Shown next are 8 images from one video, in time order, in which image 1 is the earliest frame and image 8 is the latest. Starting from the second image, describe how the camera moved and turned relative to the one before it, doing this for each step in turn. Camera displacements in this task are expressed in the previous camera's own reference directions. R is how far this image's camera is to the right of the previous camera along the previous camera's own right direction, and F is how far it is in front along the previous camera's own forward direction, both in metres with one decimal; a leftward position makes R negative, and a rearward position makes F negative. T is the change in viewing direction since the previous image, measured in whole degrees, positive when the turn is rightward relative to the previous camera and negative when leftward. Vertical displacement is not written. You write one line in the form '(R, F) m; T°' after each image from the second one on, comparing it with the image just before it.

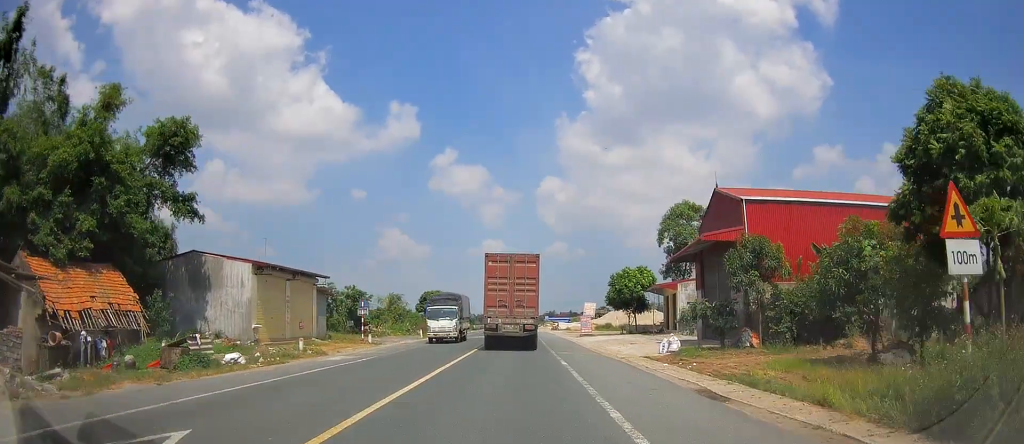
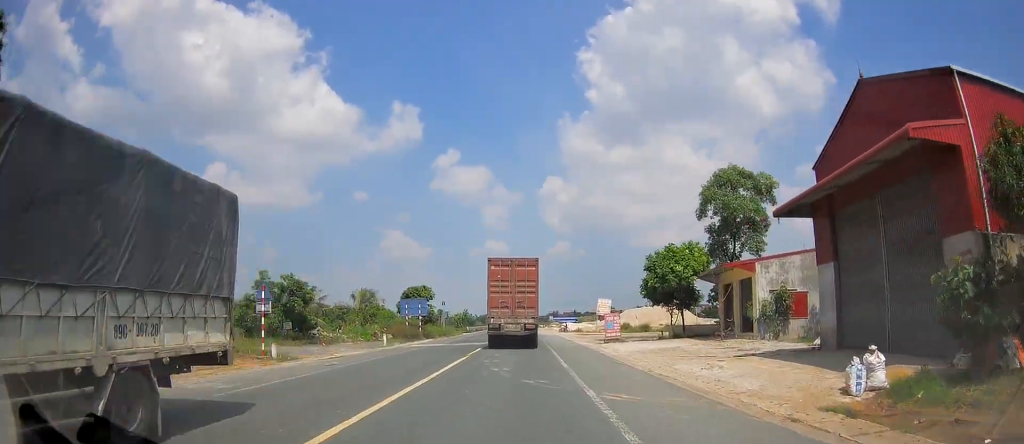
(-0.4, +14.6) m; 0°
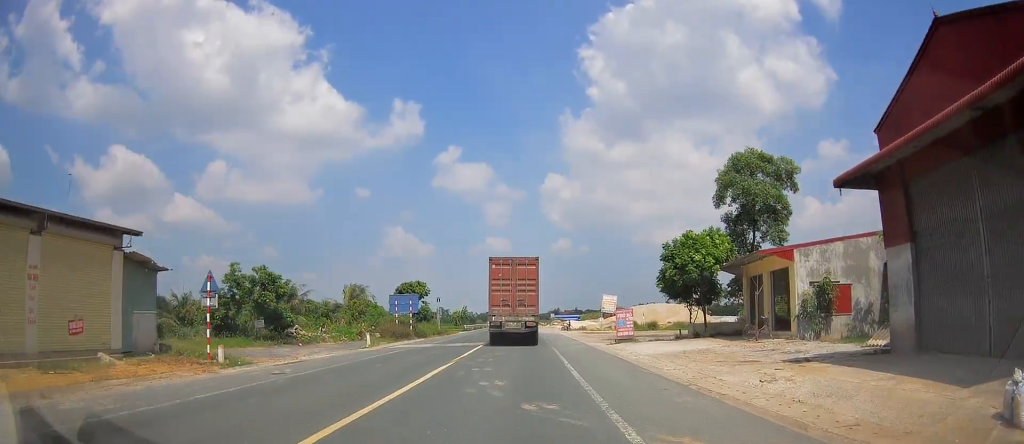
(+0.1, +4.4) m; +1°
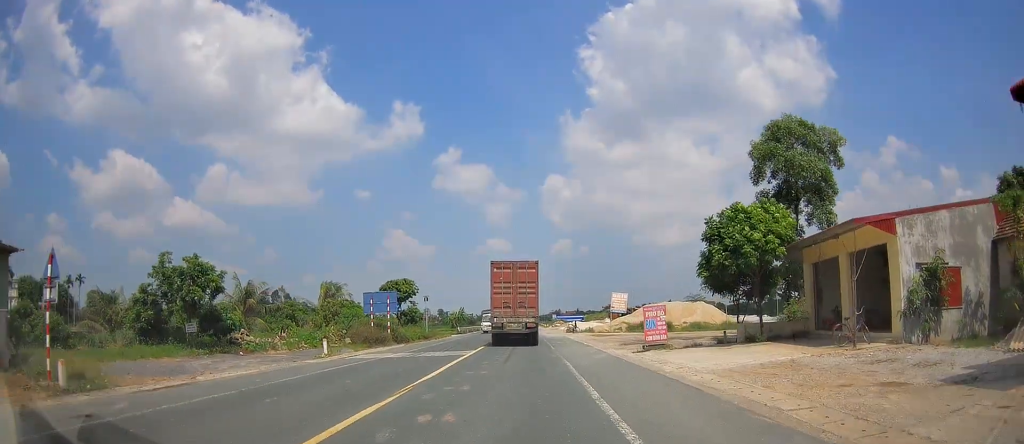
(0.0, +7.8) m; -1°
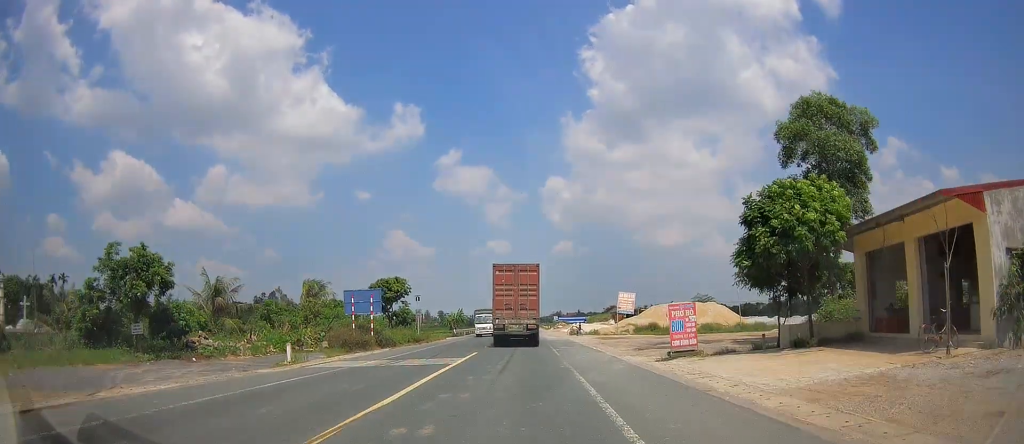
(0.0, +4.4) m; -1°
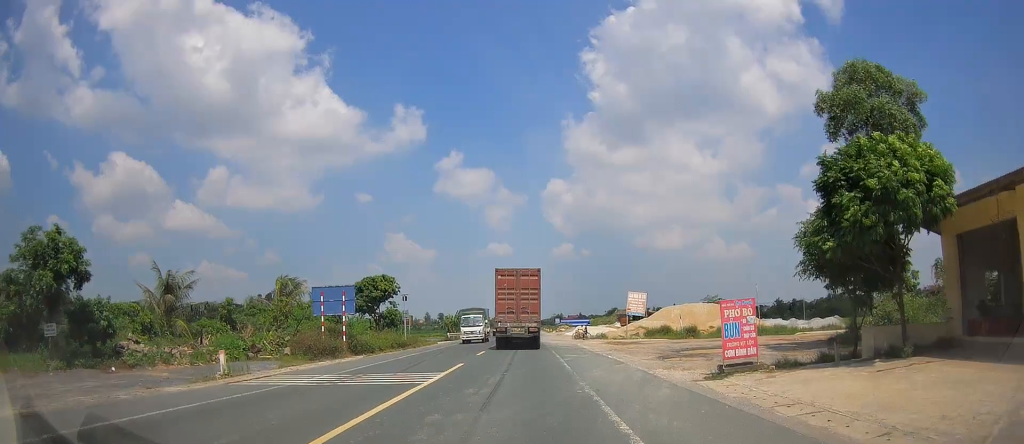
(-0.1, +5.5) m; 0°
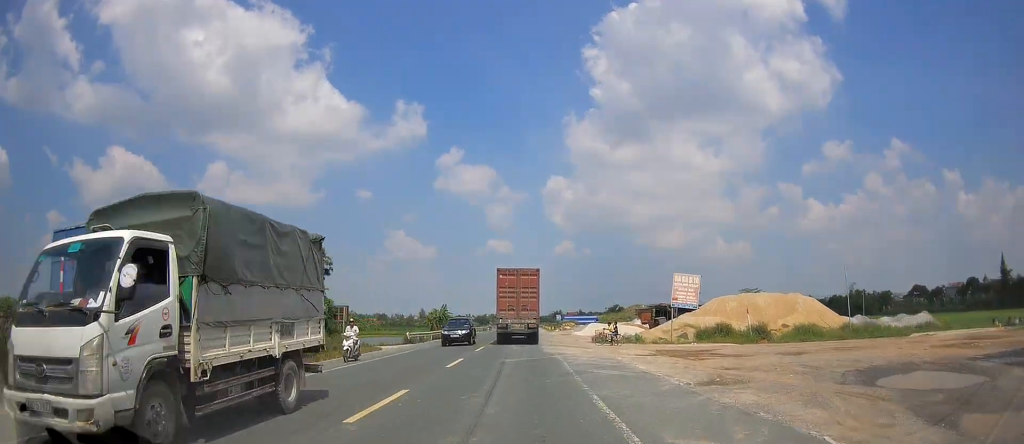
(+0.3, +18.7) m; +1°
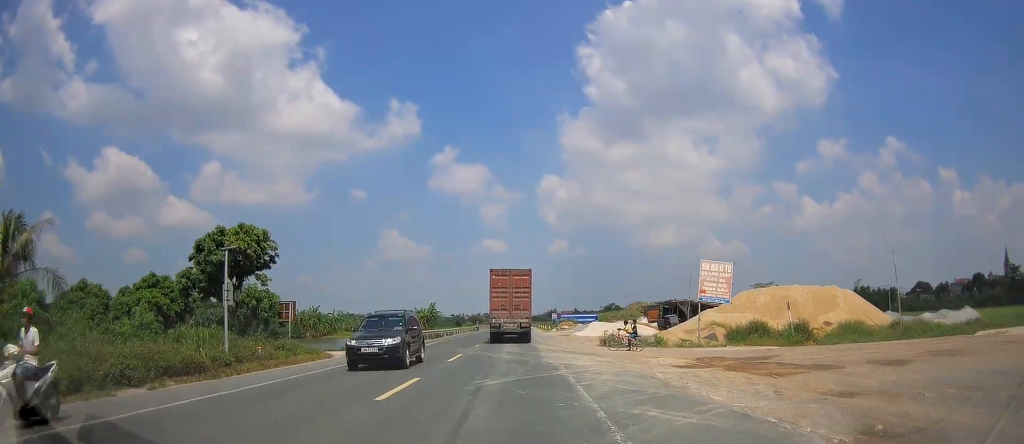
(-0.1, +7.4) m; -1°
